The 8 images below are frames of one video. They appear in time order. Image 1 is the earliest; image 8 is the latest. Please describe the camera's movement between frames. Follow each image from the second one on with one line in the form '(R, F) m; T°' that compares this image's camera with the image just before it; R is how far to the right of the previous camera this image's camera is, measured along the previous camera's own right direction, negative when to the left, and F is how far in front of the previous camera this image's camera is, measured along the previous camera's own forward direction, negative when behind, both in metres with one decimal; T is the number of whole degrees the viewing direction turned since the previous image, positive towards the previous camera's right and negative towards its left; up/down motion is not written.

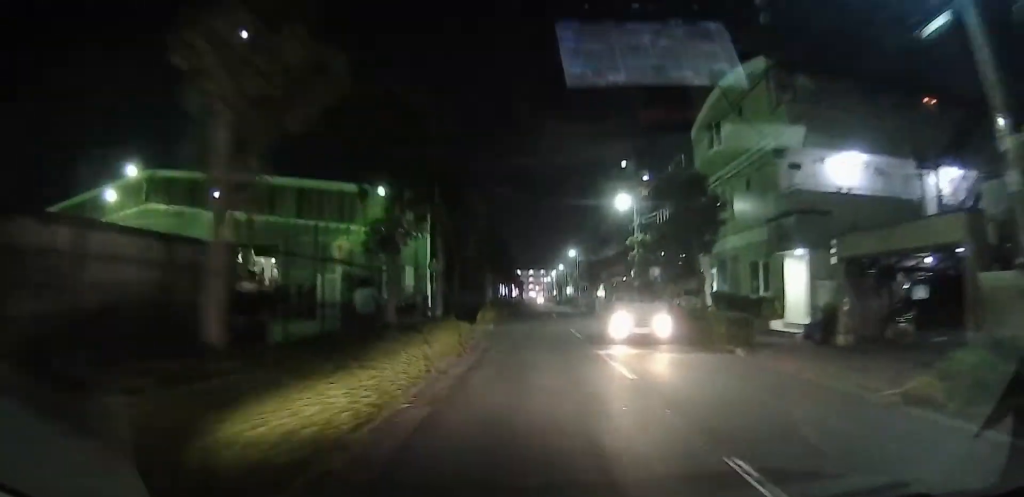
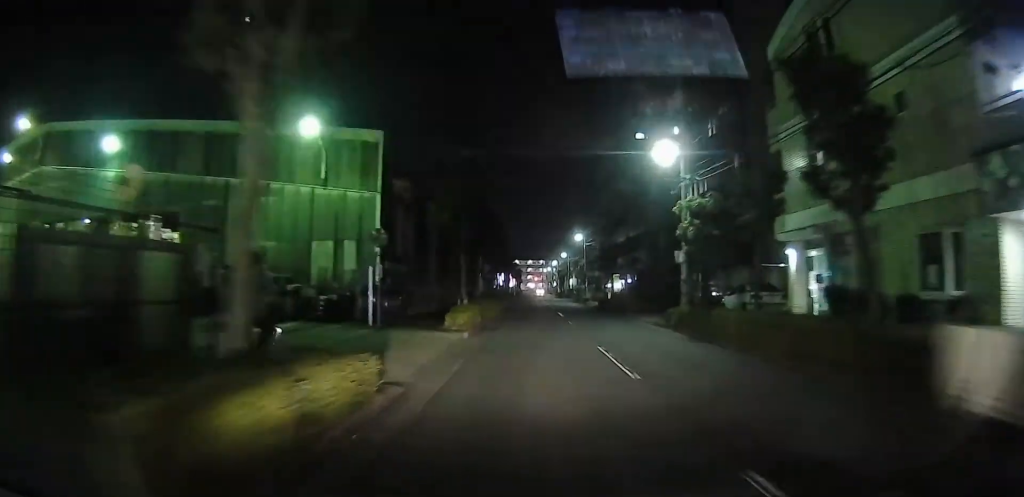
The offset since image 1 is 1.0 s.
(-0.4, +10.3) m; 0°
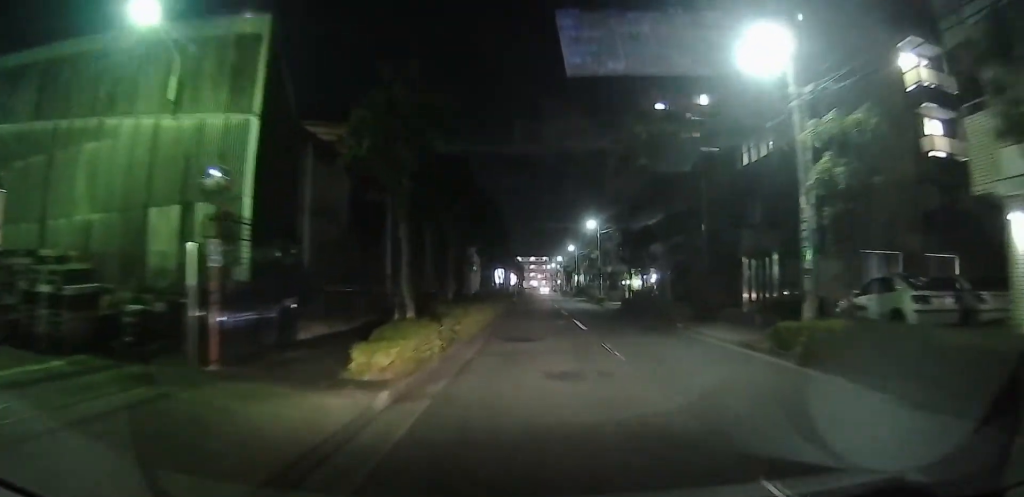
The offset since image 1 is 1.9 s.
(+0.4, +10.6) m; 0°
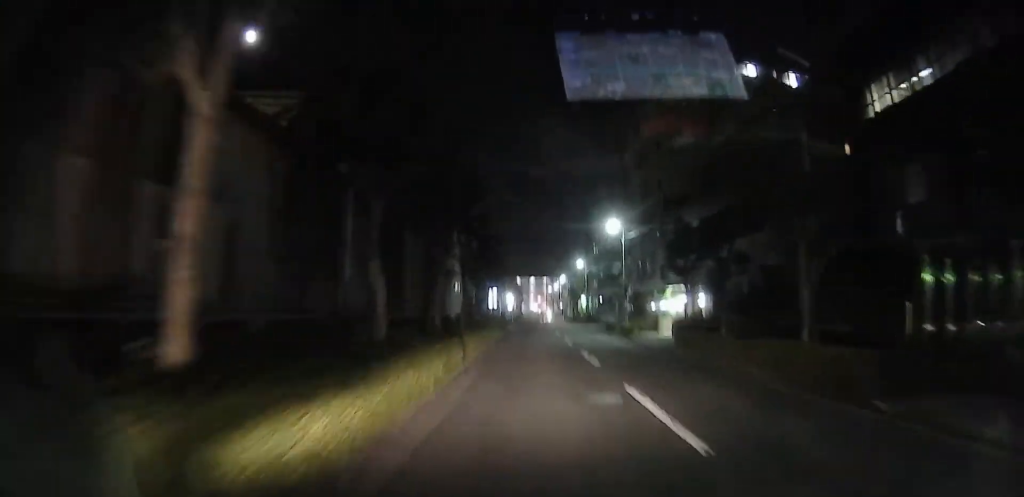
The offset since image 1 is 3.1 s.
(-0.5, +13.0) m; +1°
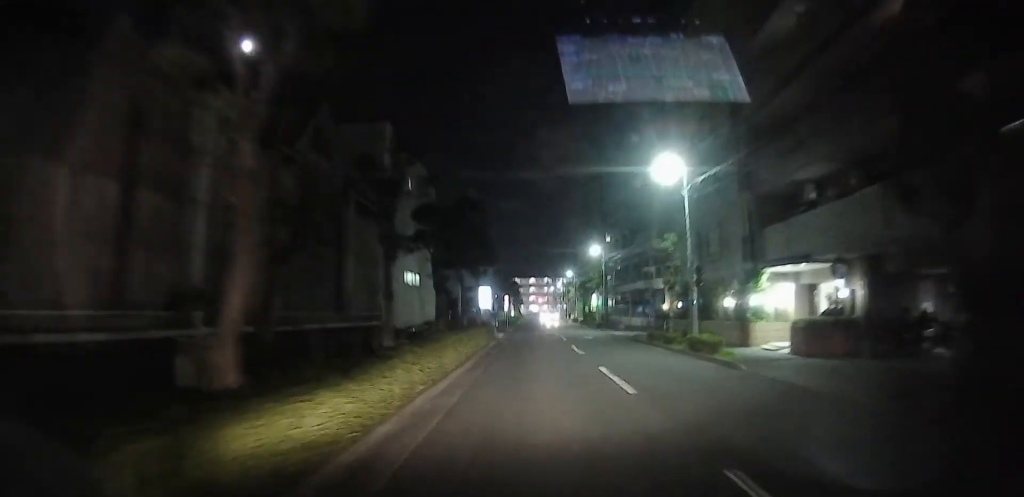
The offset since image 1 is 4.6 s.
(+1.4, +16.0) m; +4°
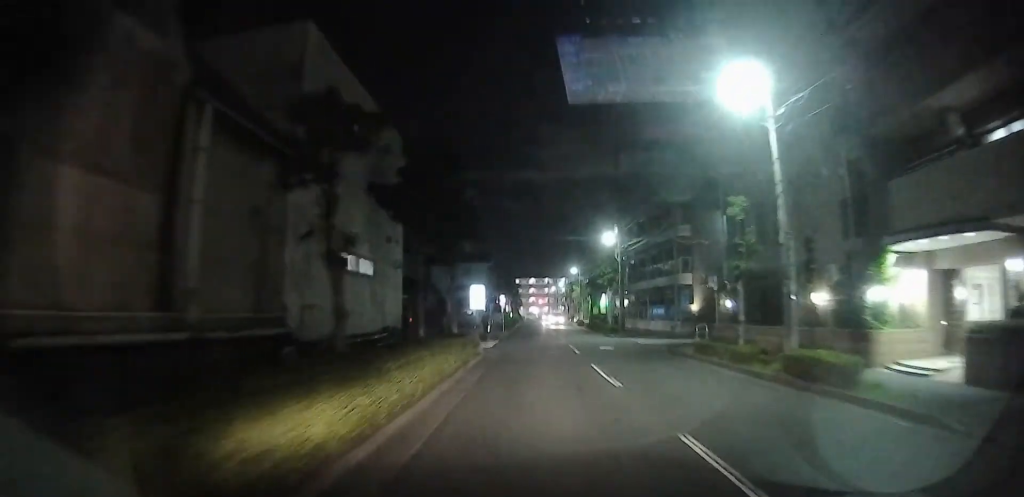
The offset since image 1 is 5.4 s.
(0.0, +8.0) m; -4°
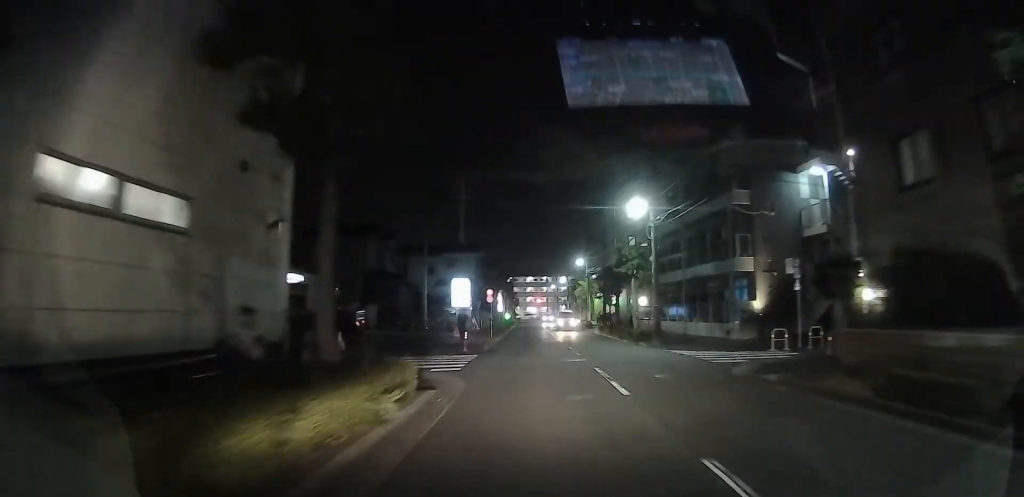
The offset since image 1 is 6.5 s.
(-0.6, +11.2) m; +2°
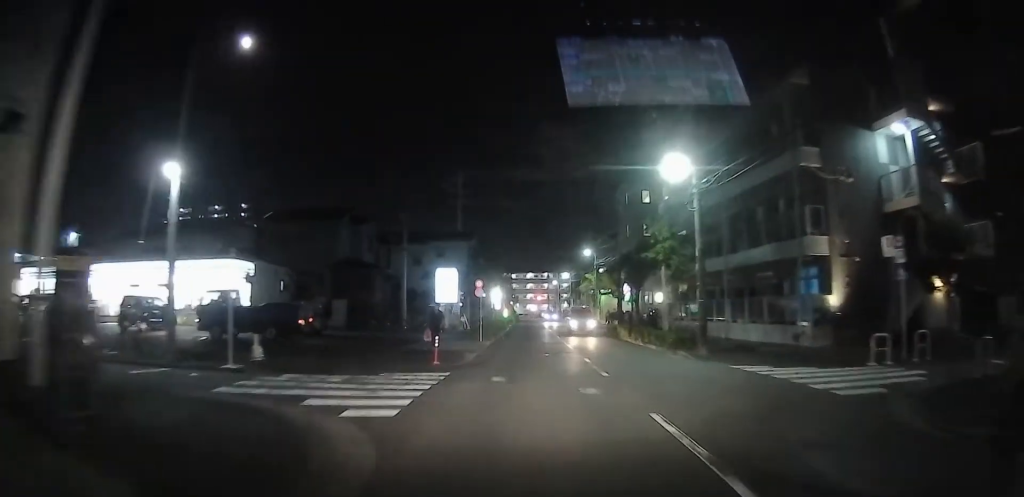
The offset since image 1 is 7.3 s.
(+0.7, +7.5) m; +2°
